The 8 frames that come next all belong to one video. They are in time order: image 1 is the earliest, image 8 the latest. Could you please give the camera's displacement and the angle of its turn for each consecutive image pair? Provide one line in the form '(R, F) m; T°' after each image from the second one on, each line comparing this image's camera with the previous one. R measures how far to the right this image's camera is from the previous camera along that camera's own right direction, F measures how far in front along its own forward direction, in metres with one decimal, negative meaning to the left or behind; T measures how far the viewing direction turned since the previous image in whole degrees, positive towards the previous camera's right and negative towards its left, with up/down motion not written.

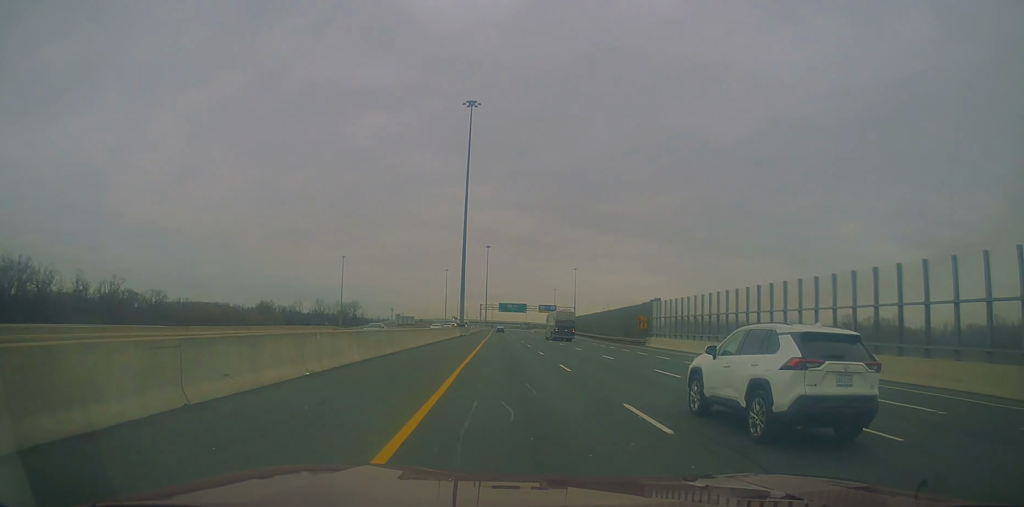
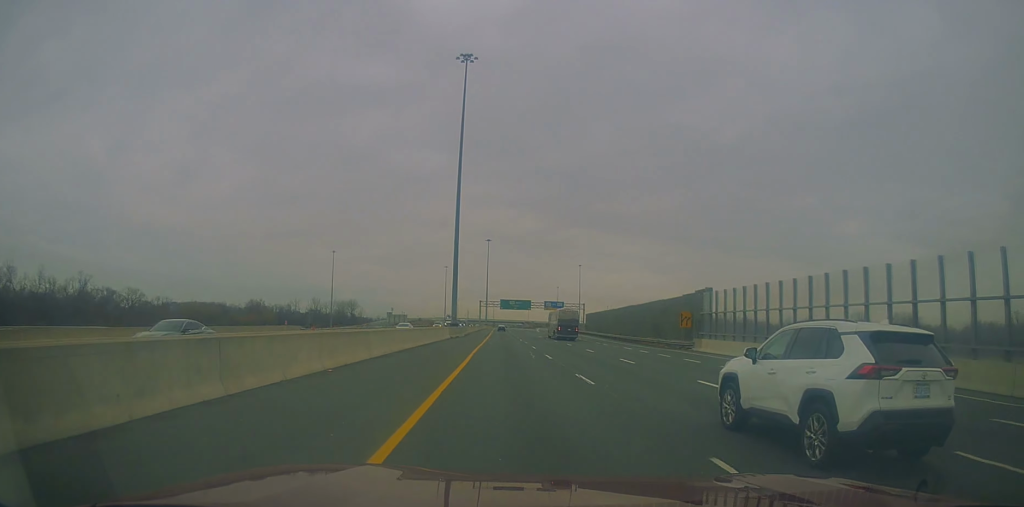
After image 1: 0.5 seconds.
(+0.3, +16.9) m; 0°
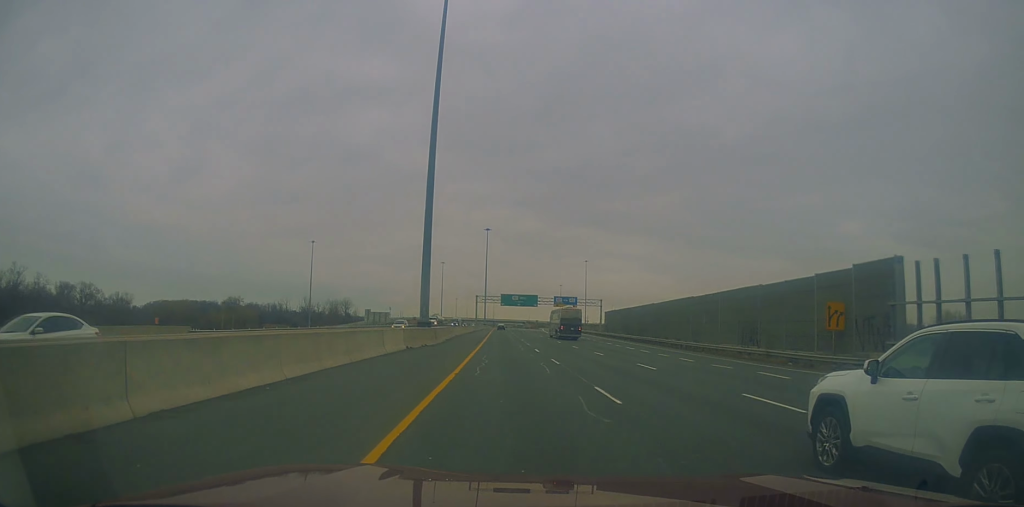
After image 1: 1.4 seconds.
(+0.1, +27.4) m; 0°
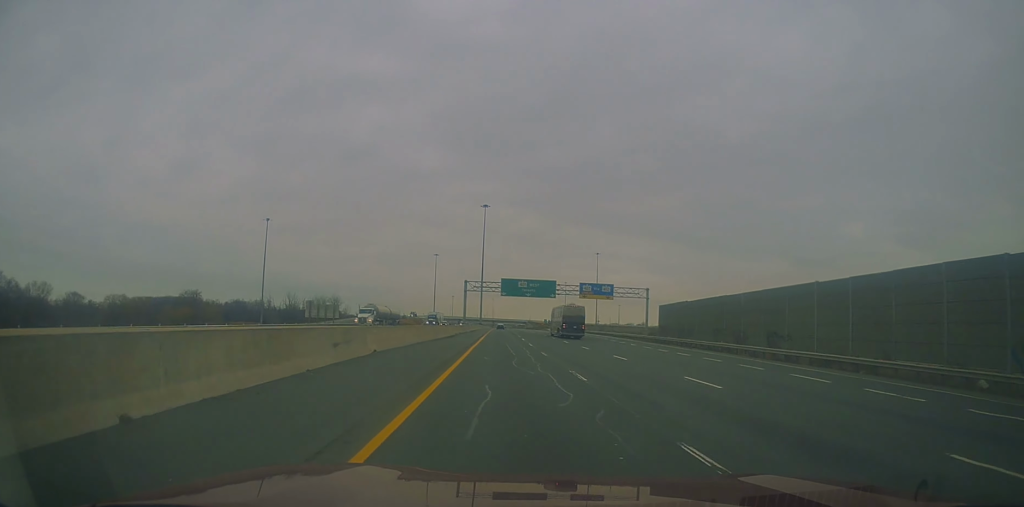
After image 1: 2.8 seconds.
(-0.6, +43.0) m; 0°
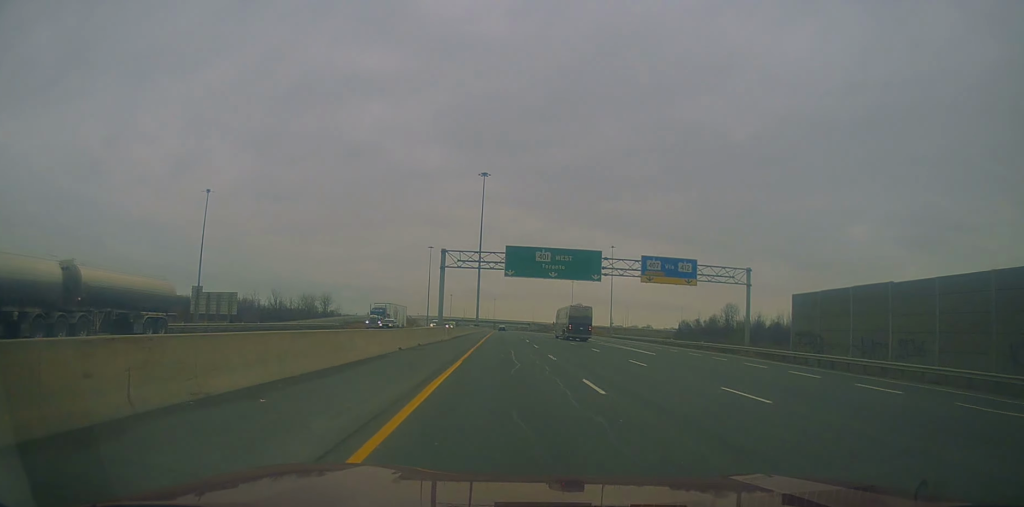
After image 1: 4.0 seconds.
(+0.1, +39.0) m; 0°
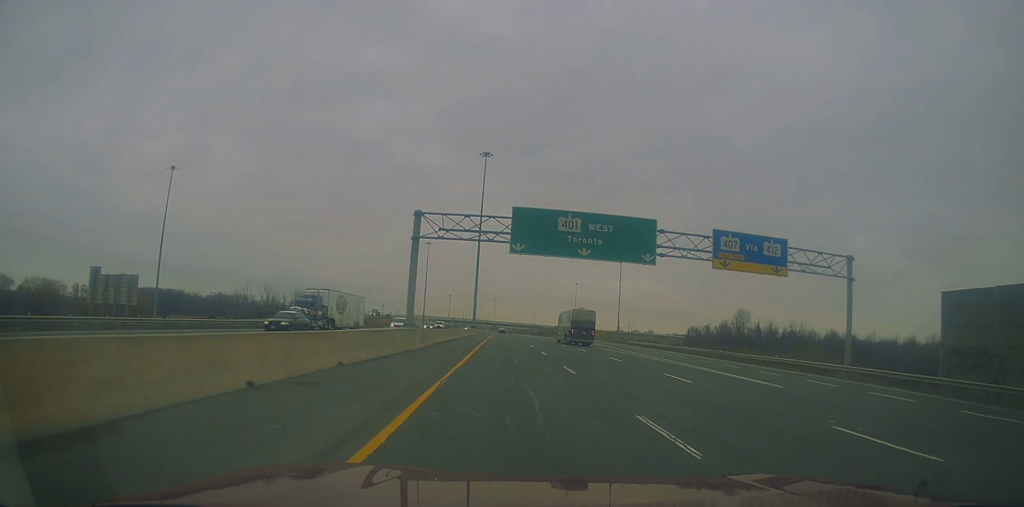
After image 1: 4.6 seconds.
(-0.1, +17.8) m; 0°
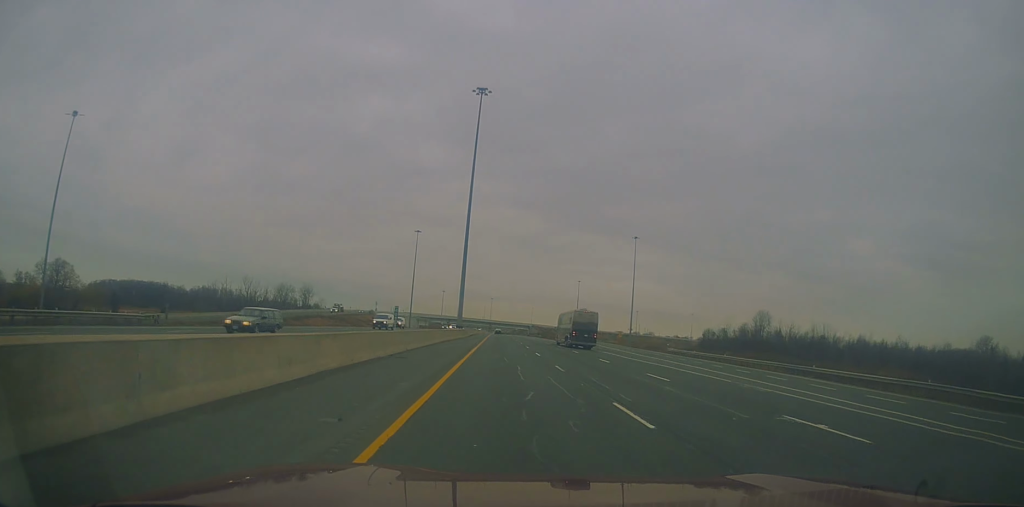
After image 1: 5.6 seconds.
(+0.2, +33.5) m; 0°
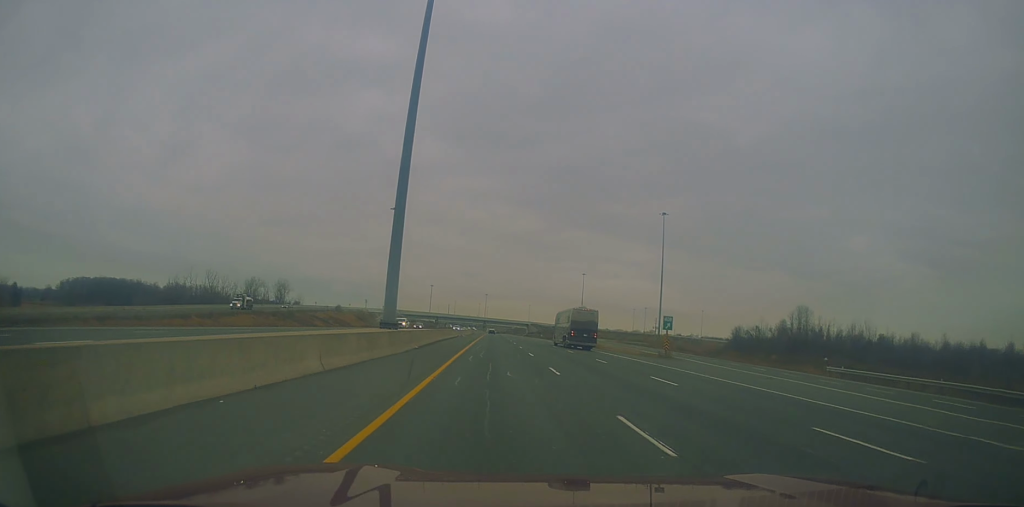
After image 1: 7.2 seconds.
(-0.3, +49.2) m; 0°
